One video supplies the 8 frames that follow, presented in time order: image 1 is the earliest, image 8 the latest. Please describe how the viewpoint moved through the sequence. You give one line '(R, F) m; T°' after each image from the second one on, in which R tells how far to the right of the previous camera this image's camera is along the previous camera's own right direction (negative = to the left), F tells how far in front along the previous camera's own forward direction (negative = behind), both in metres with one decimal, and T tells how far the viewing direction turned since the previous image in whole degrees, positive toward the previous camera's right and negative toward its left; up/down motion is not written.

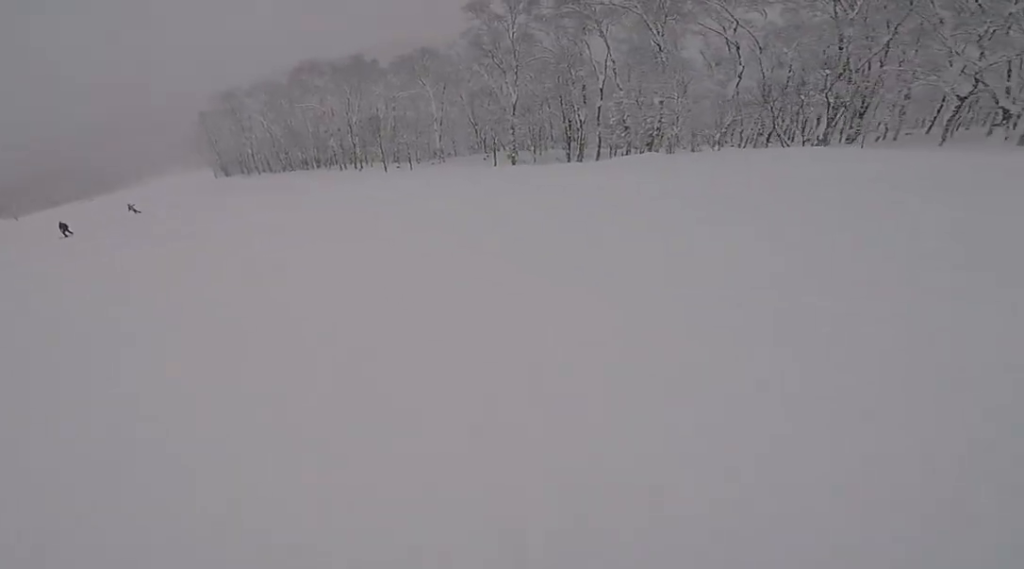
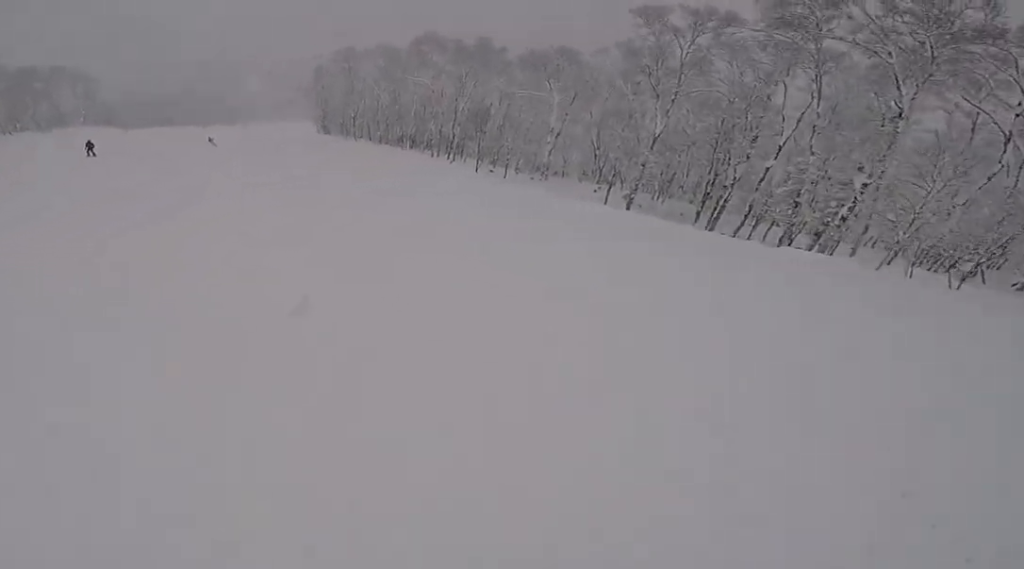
(-0.1, +4.9) m; -9°
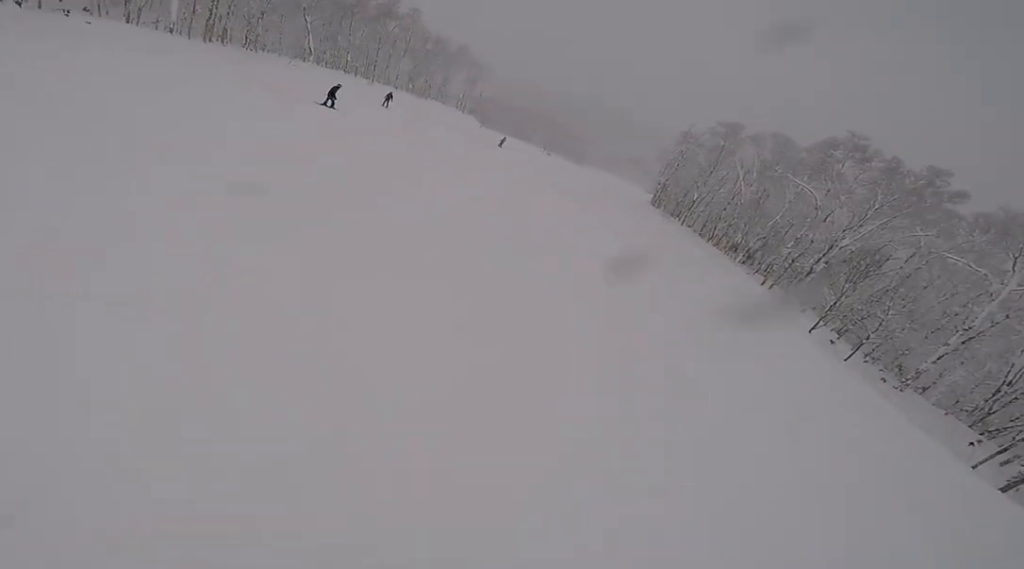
(-1.0, +6.1) m; -27°
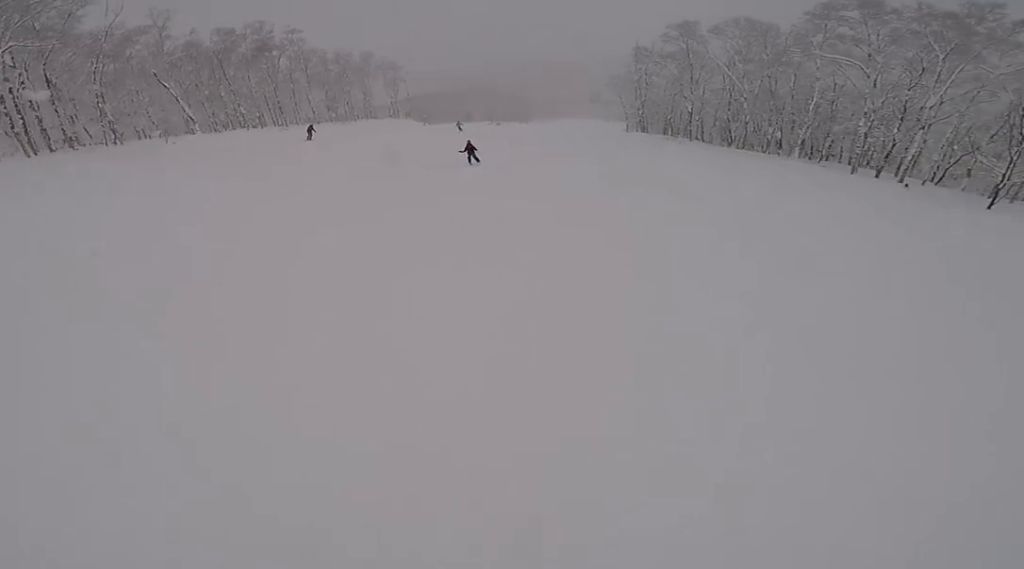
(-1.3, +9.8) m; +12°
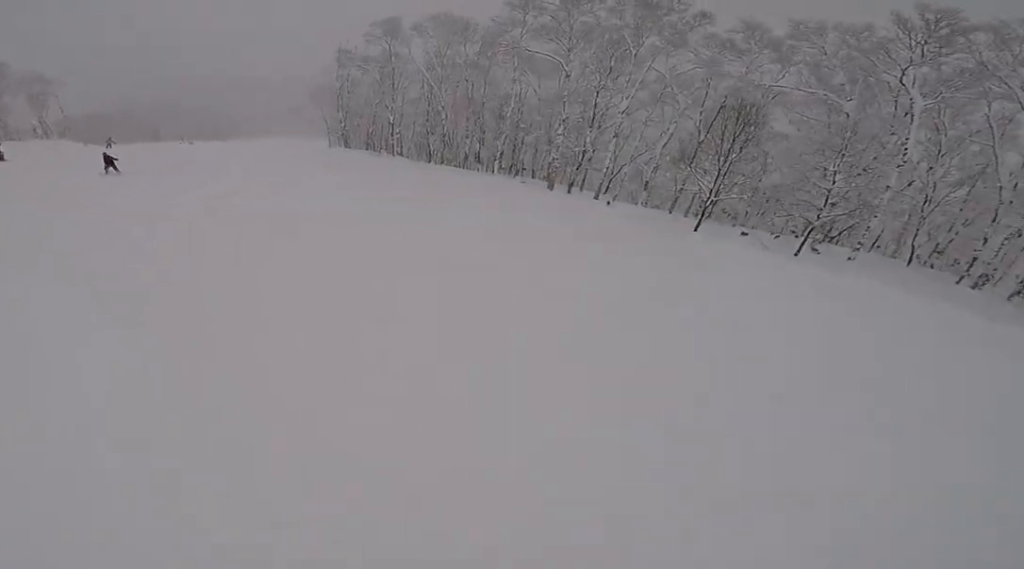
(+2.7, +7.7) m; +12°
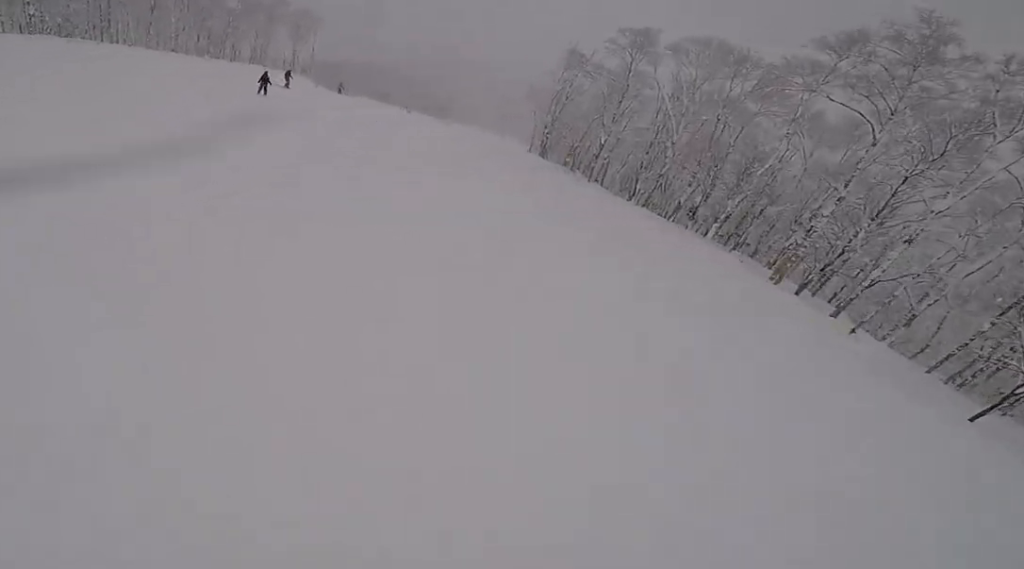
(-1.3, +4.7) m; -10°
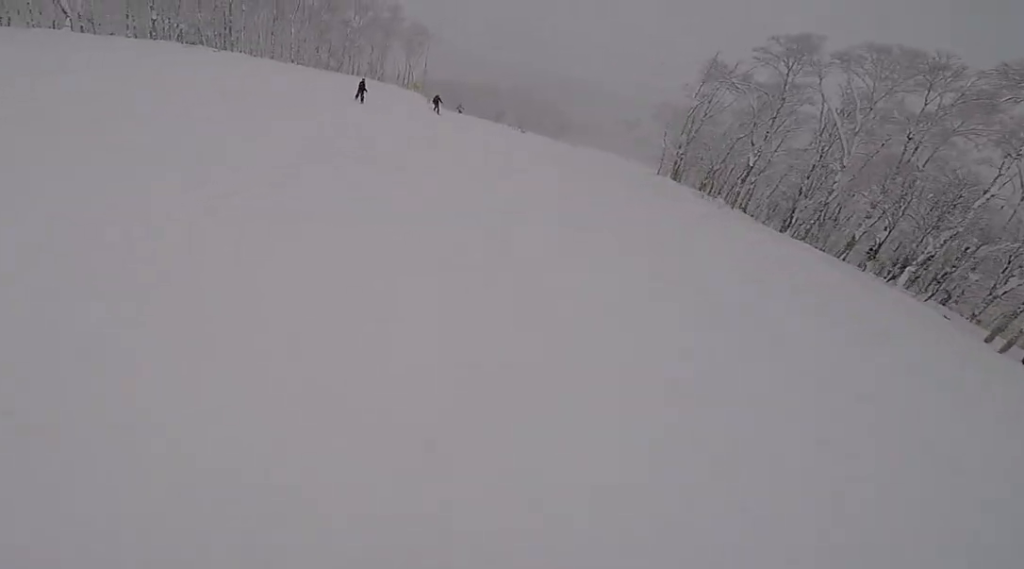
(-0.1, +3.6) m; +2°
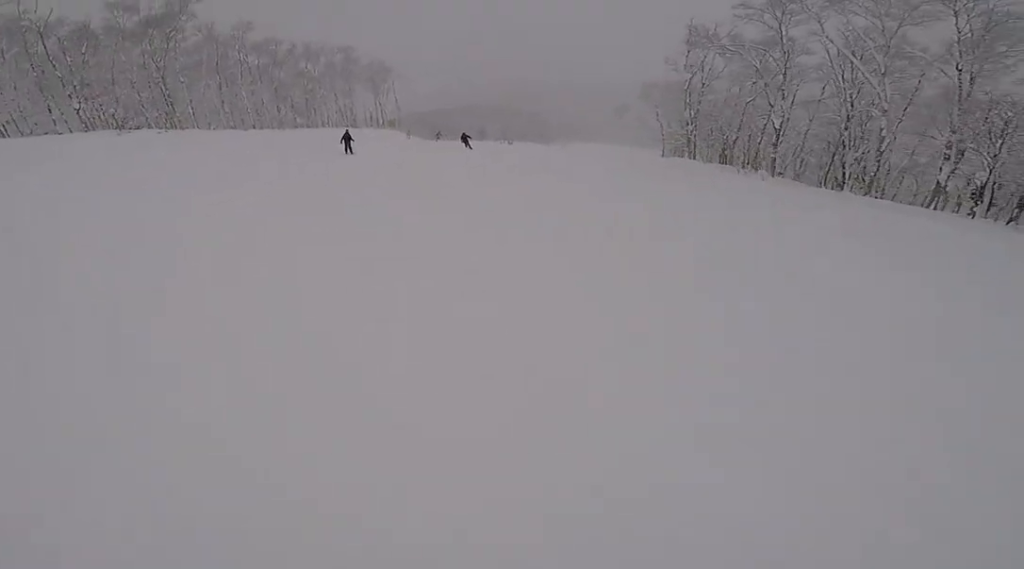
(+0.1, +4.4) m; +7°
